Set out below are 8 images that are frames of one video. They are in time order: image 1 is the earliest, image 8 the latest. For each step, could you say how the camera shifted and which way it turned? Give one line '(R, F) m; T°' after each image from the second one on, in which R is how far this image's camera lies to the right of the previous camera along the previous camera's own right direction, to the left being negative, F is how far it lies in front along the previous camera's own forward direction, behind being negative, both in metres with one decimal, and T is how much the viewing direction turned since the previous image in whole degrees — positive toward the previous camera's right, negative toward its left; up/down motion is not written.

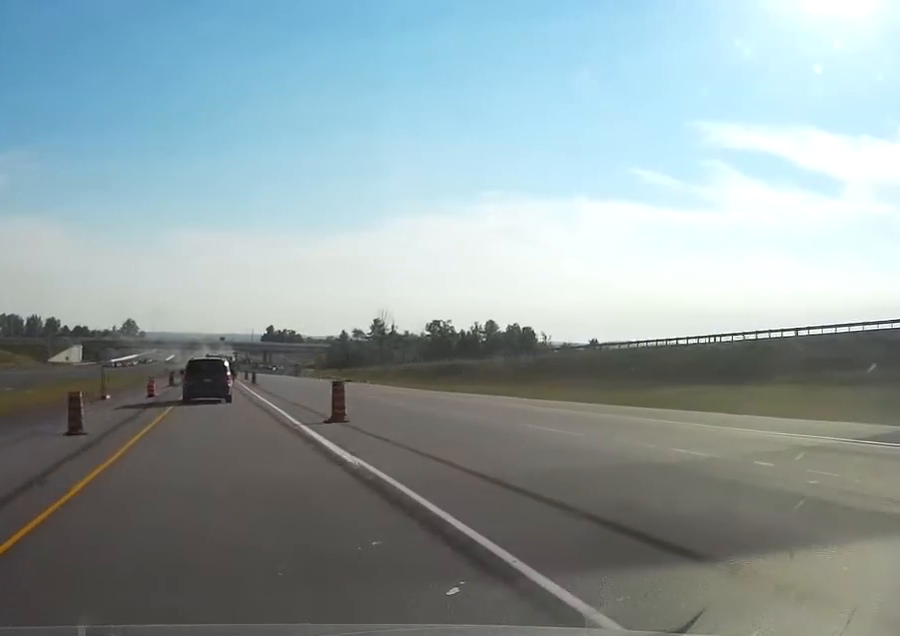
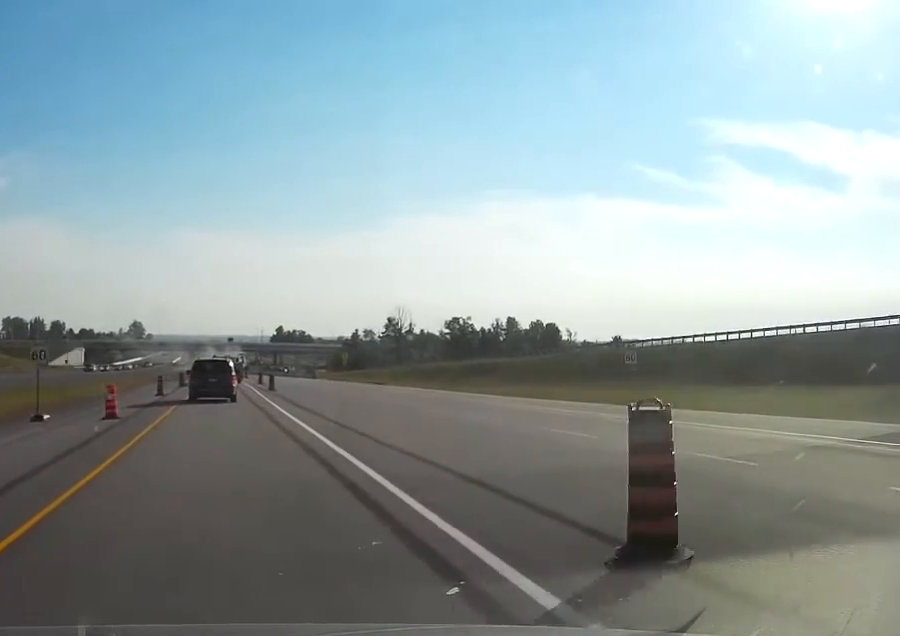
(+0.1, +17.4) m; 0°
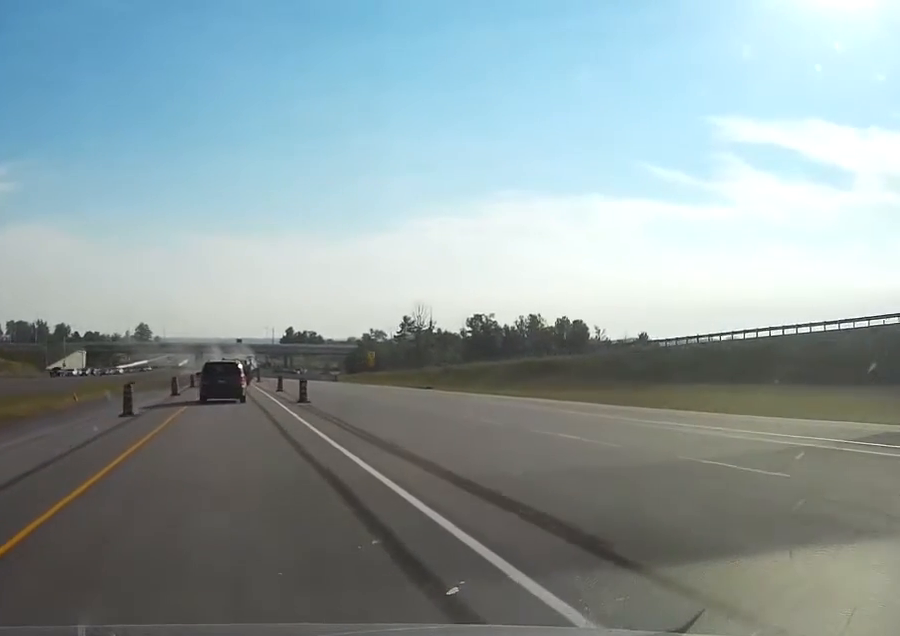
(0.0, +18.7) m; 0°
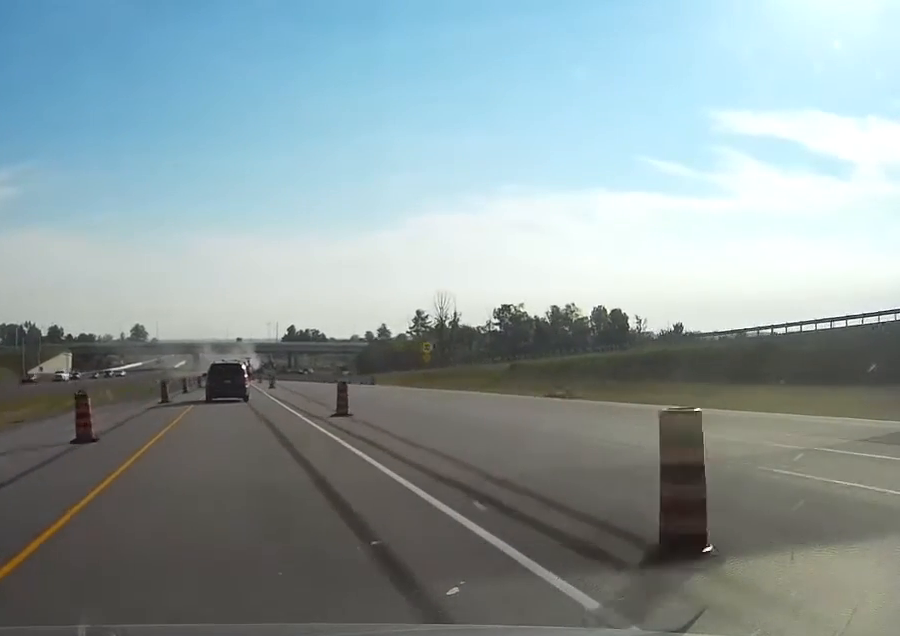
(-0.1, +32.6) m; 0°
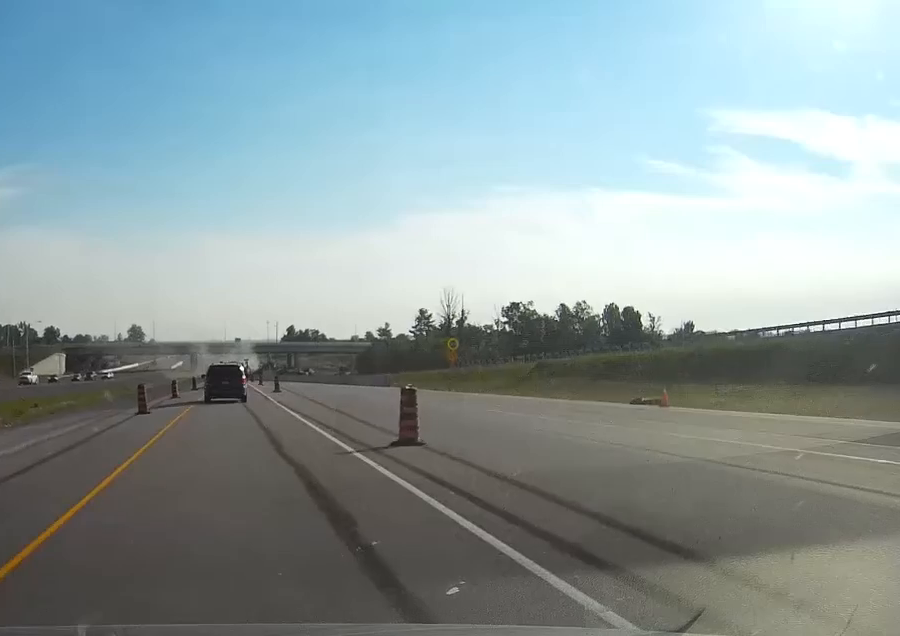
(0.0, +10.3) m; 0°
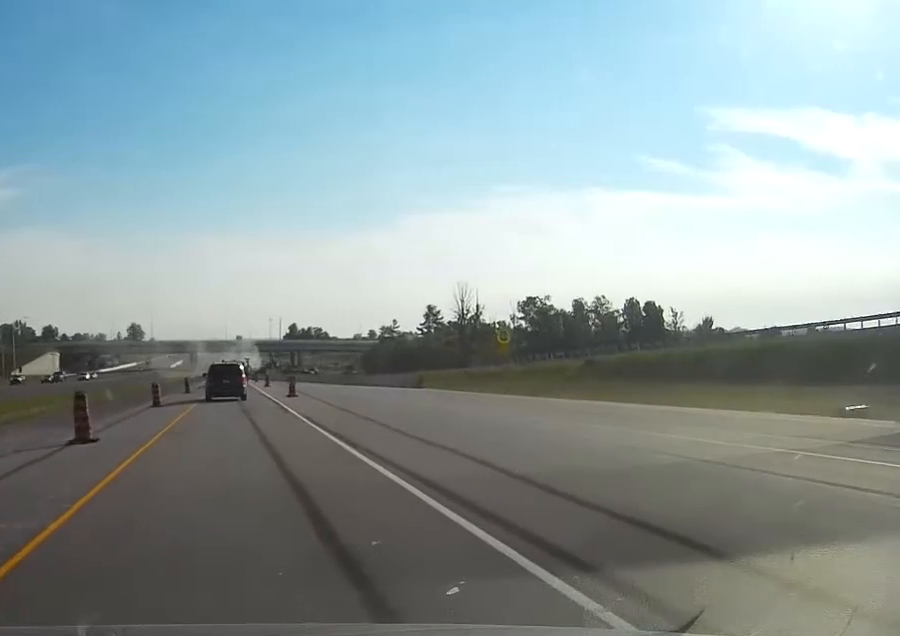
(0.0, +13.9) m; 0°
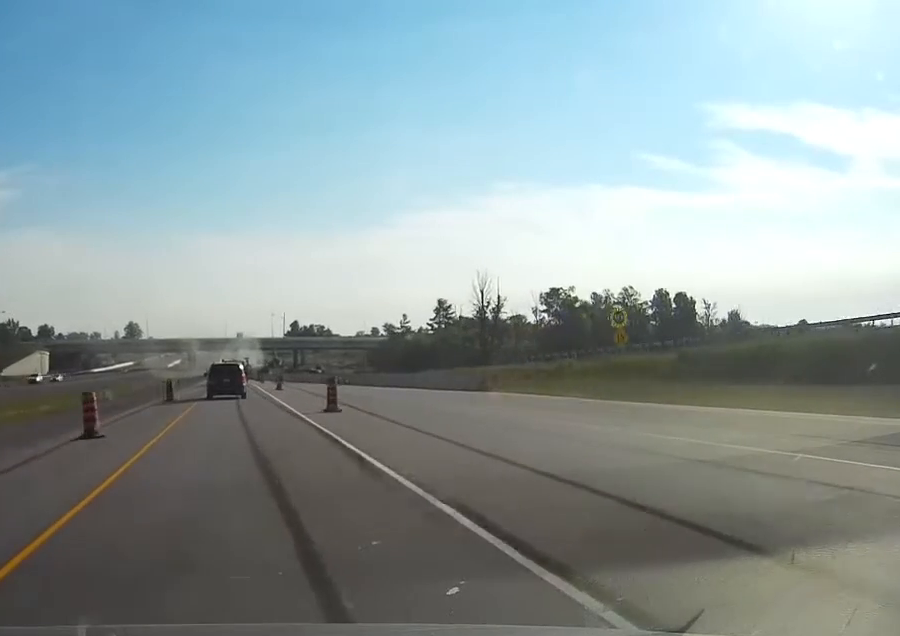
(0.0, +18.9) m; 0°
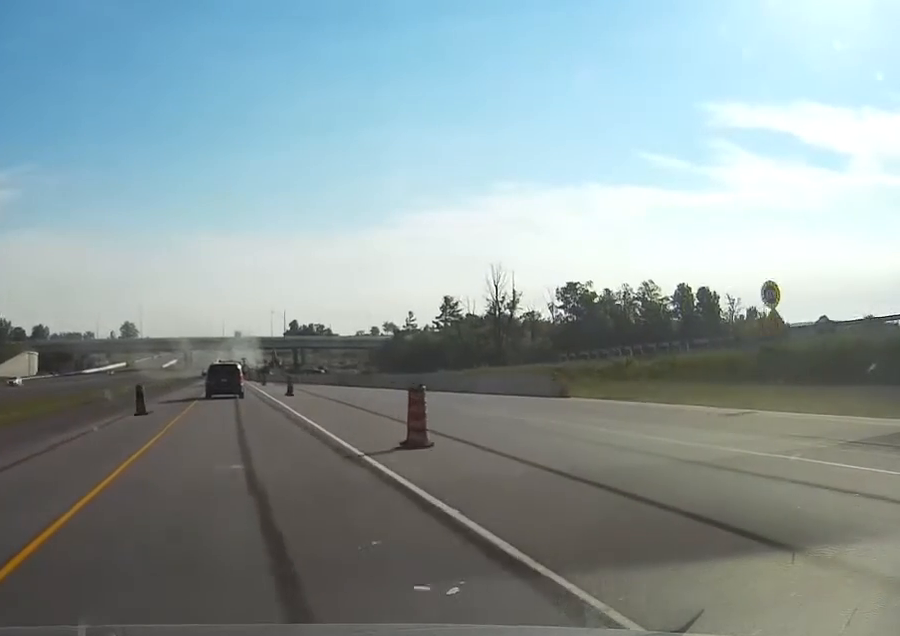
(0.0, +13.8) m; 0°
